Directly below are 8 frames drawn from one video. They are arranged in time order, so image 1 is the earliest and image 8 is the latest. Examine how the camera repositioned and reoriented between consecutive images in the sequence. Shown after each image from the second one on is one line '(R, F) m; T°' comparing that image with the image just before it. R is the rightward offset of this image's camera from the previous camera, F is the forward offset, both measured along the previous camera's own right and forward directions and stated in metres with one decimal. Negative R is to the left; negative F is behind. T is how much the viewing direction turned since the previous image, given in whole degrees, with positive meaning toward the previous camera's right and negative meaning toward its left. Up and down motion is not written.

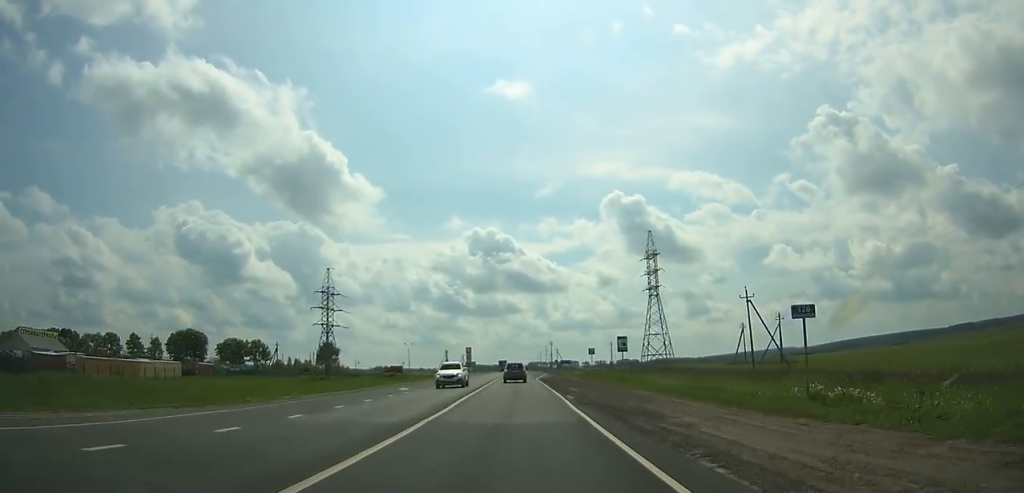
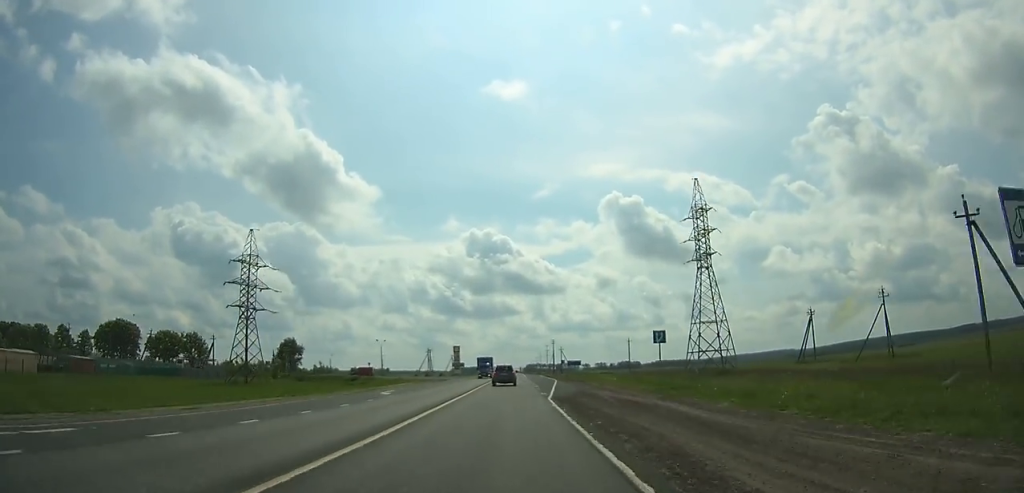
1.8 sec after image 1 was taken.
(-0.1, +35.2) m; 0°
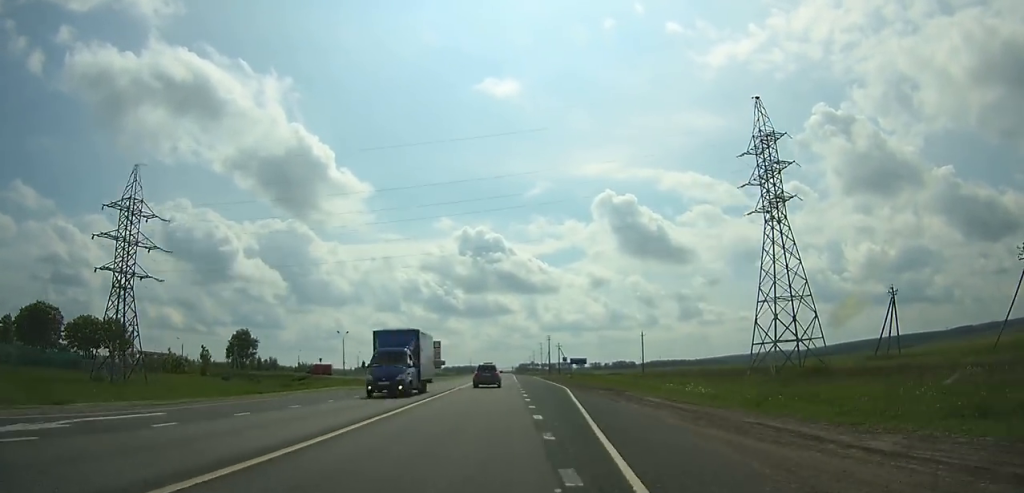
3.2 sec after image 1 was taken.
(0.0, +27.5) m; 0°
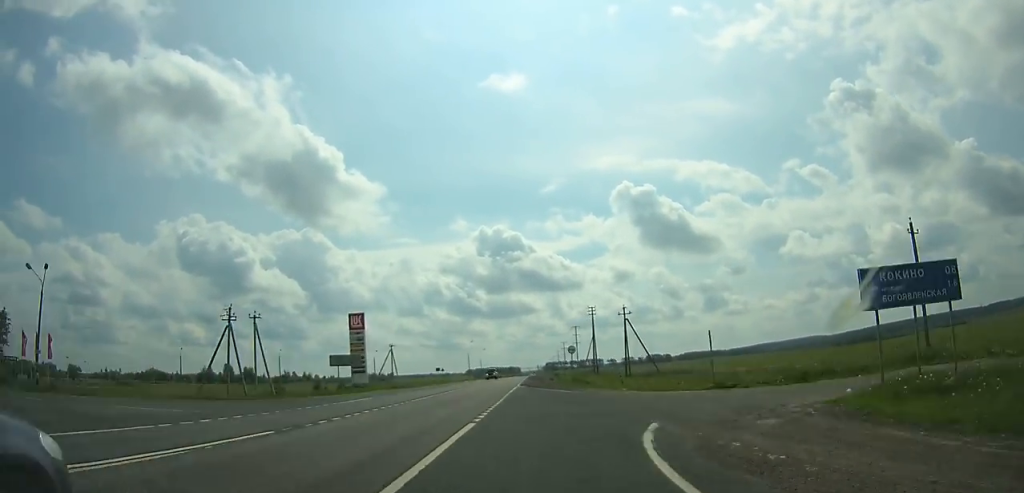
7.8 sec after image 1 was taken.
(-1.5, +90.5) m; -2°
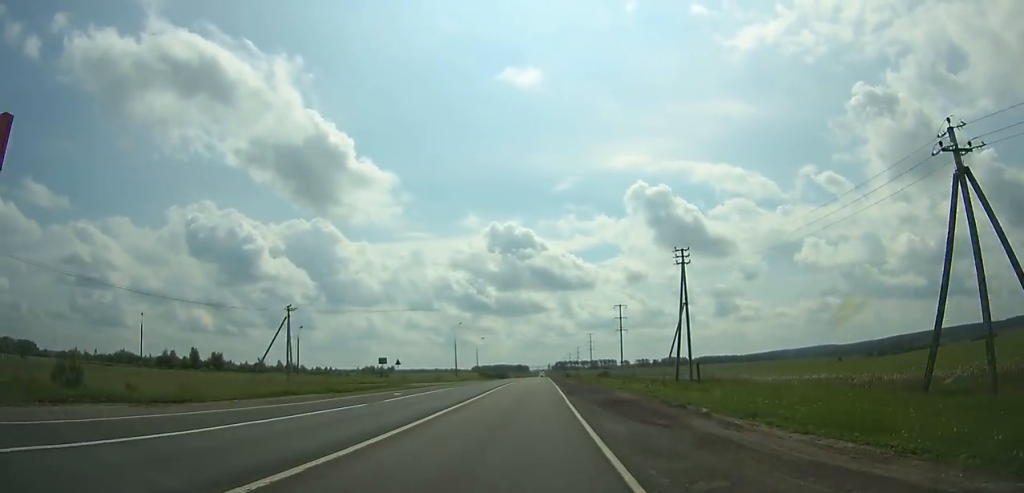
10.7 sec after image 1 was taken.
(-0.9, +58.6) m; 0°
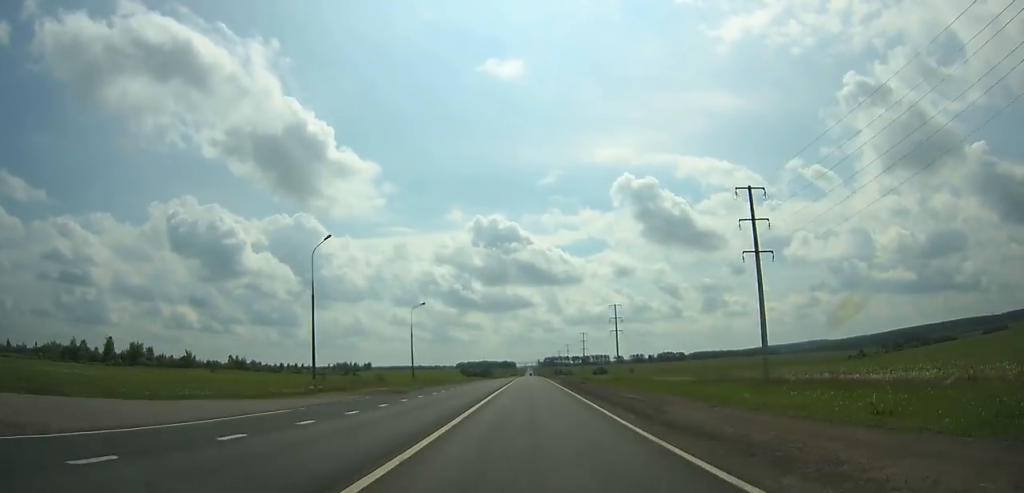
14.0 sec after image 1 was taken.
(+0.7, +69.6) m; +1°
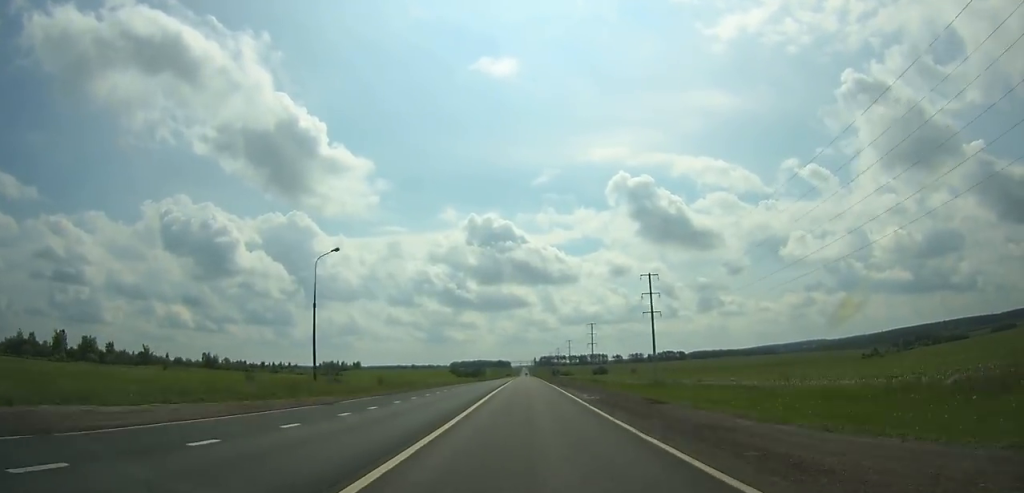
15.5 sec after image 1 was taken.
(+0.2, +32.5) m; 0°
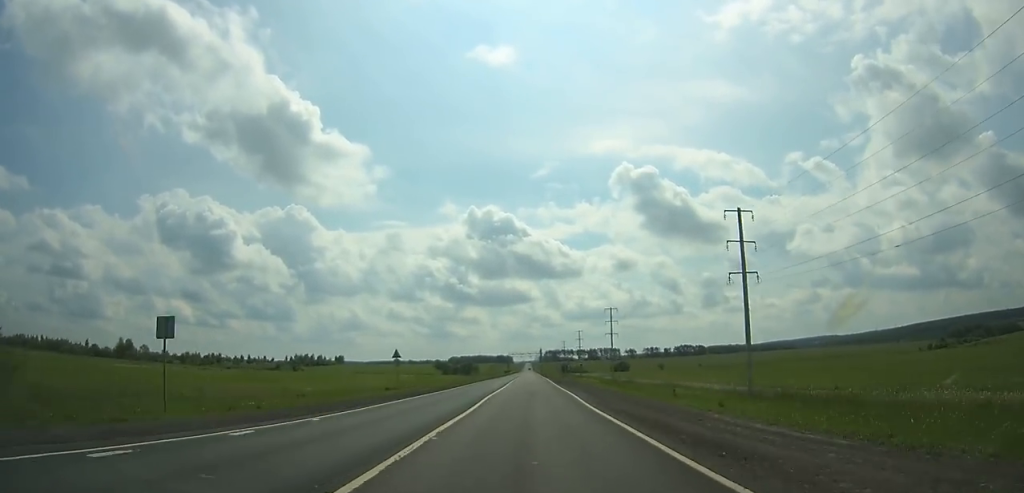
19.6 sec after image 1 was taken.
(+0.3, +93.6) m; 0°
